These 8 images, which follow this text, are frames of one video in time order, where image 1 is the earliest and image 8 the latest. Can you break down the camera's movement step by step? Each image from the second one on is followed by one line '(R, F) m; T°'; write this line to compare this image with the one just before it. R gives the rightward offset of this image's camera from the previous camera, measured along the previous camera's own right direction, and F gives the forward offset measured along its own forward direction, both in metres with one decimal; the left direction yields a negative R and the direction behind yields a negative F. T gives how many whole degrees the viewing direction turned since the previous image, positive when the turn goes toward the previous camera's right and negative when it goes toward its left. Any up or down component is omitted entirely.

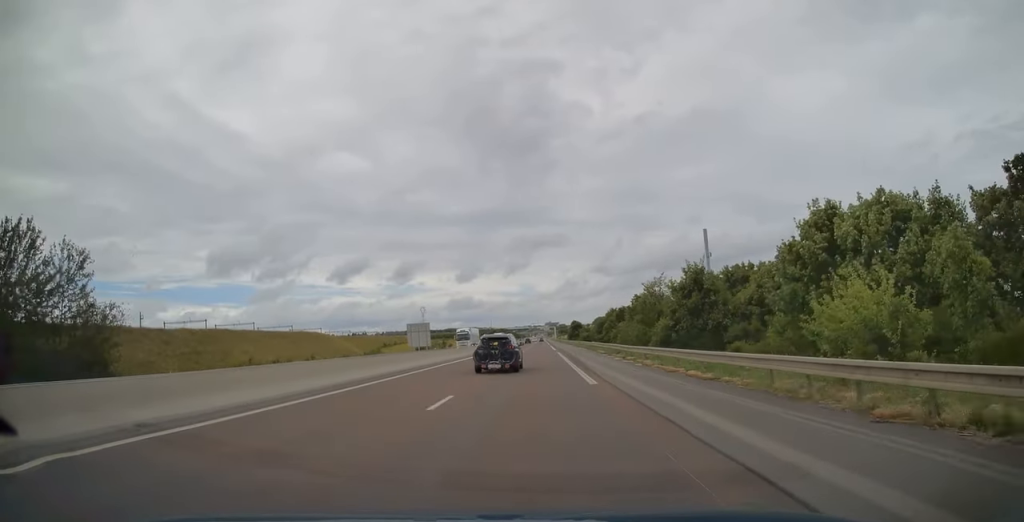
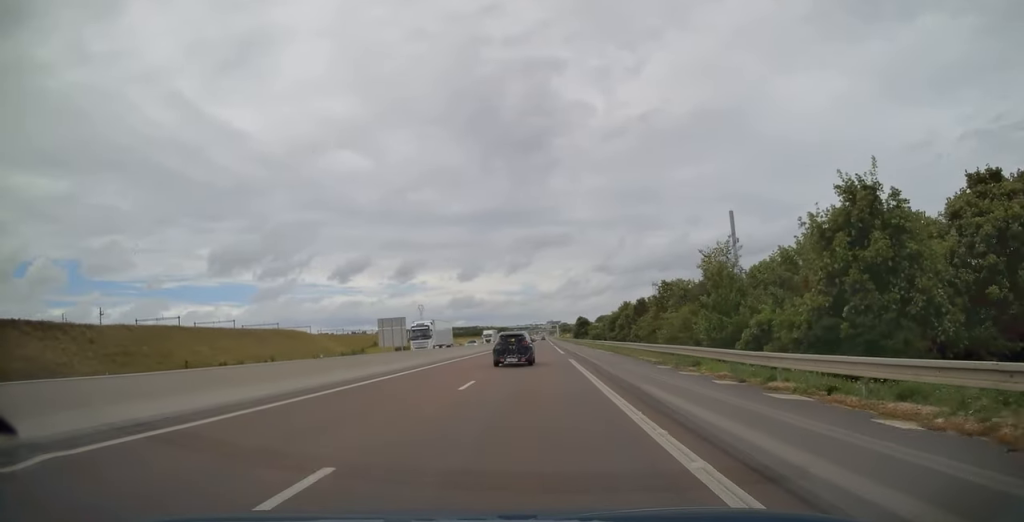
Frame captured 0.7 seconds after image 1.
(0.0, +21.5) m; 0°
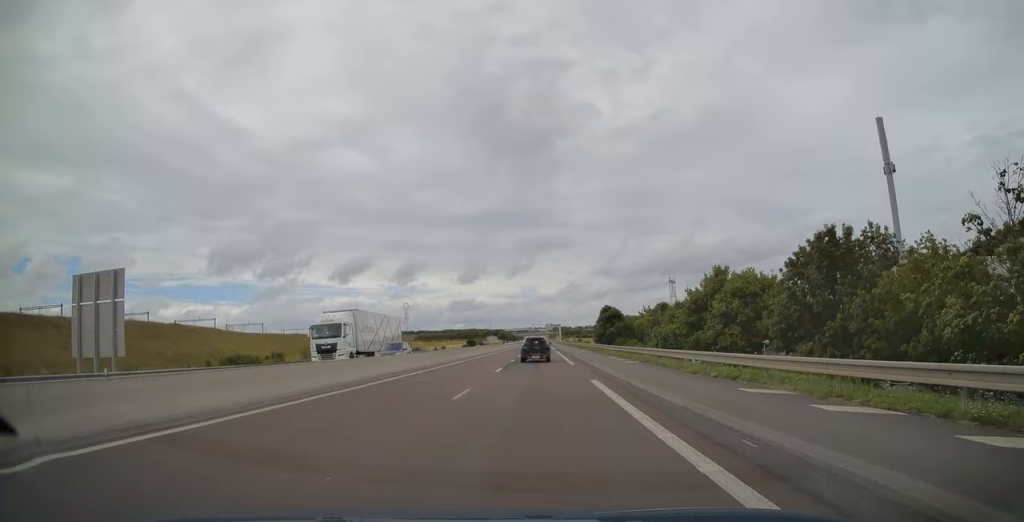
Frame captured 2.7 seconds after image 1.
(-0.3, +66.1) m; 0°
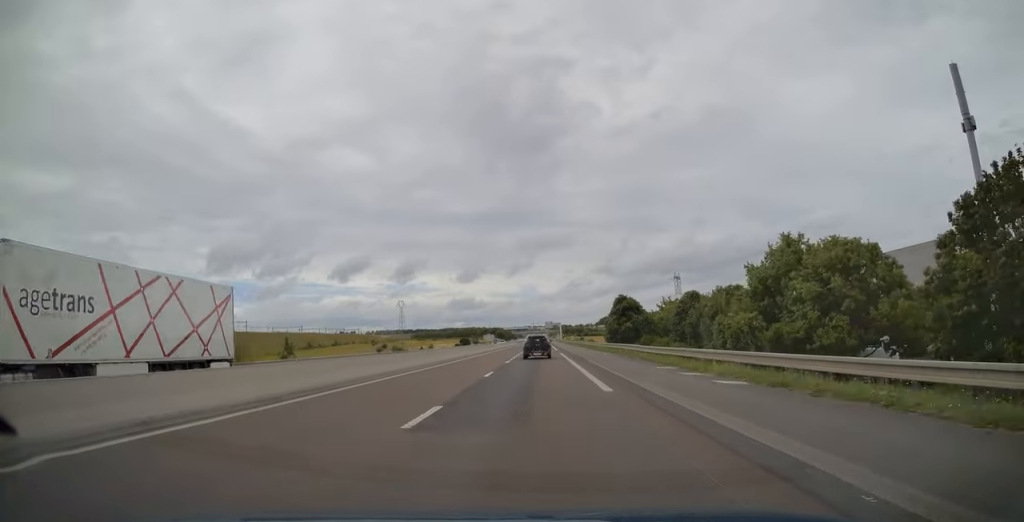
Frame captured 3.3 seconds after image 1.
(0.0, +17.7) m; 0°
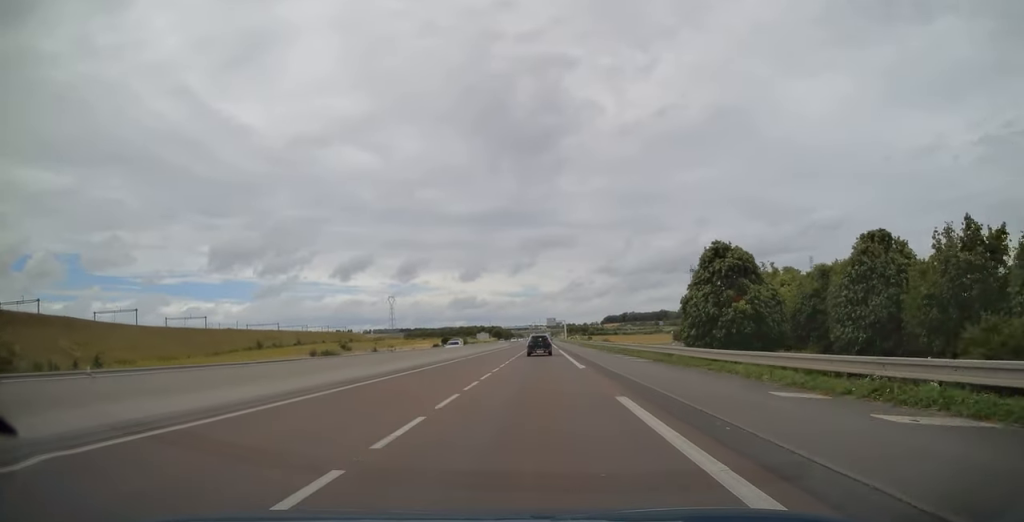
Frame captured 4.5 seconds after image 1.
(0.0, +40.2) m; 0°
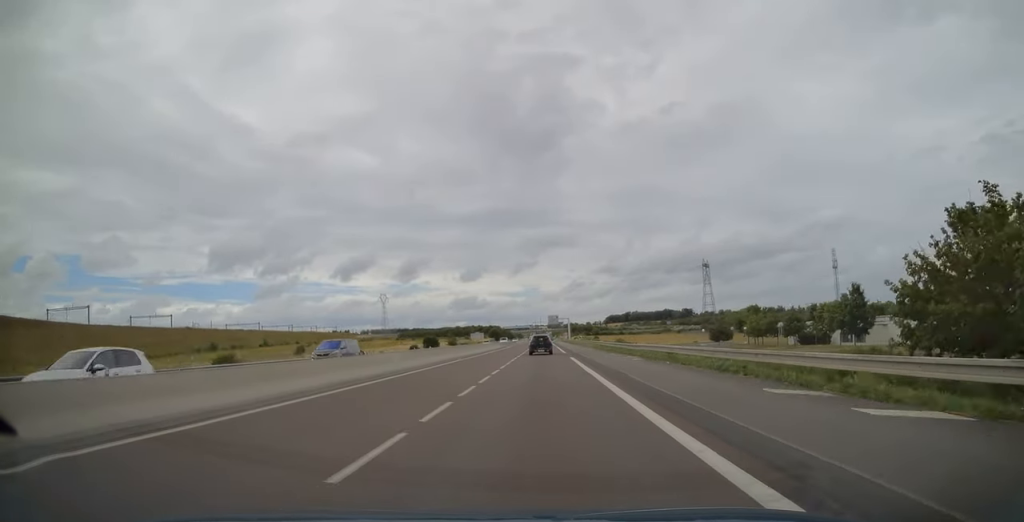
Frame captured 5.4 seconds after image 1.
(0.0, +27.4) m; 0°
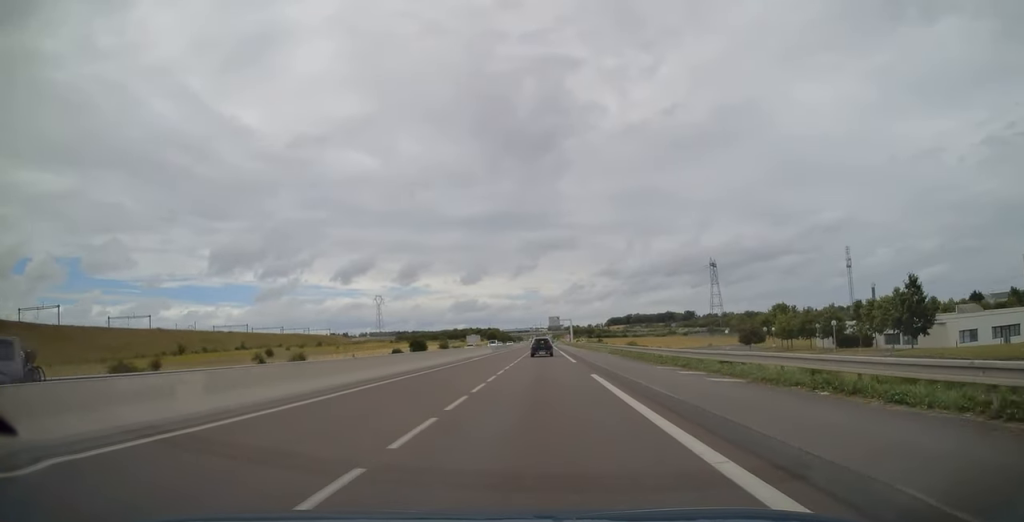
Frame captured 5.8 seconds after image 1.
(0.0, +15.1) m; 0°
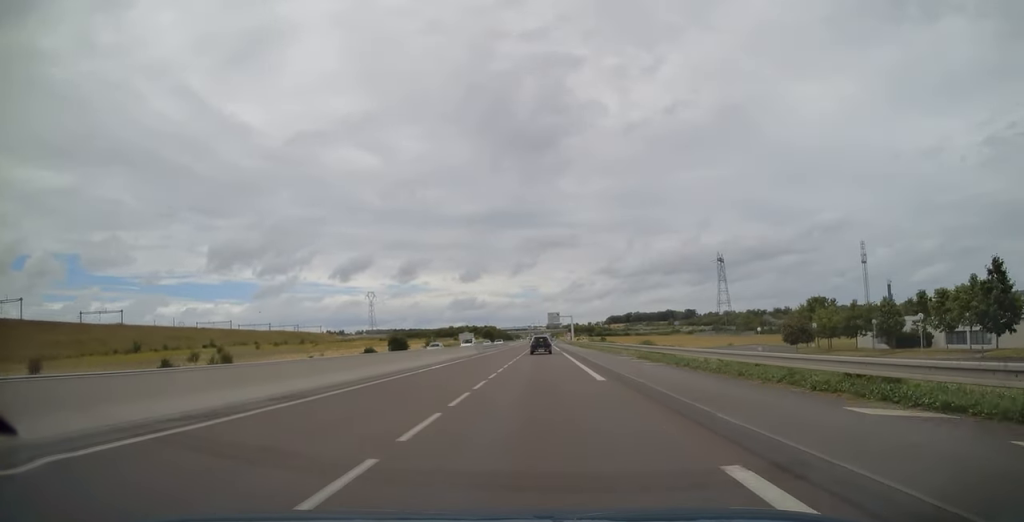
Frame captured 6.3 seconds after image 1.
(-0.1, +16.7) m; 0°
